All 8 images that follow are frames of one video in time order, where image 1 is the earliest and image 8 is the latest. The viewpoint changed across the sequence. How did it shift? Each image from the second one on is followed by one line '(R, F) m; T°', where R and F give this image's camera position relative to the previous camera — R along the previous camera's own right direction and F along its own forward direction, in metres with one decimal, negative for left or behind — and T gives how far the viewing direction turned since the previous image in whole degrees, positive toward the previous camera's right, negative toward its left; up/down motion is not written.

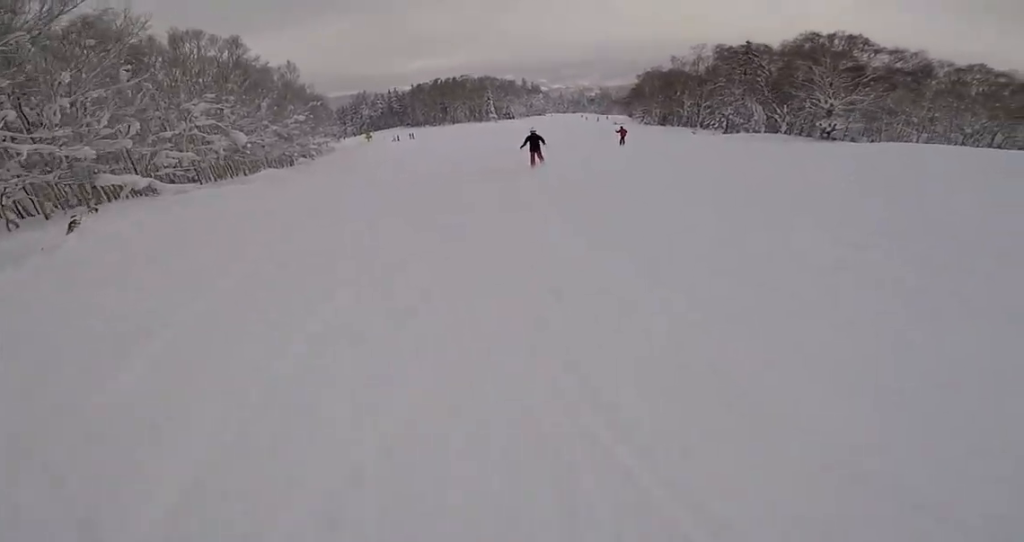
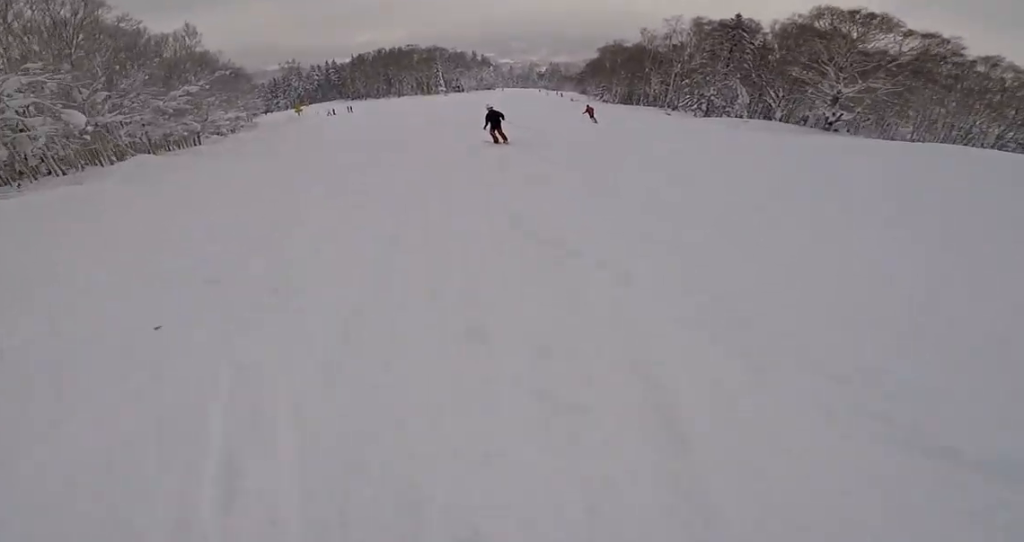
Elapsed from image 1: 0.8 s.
(+0.5, +8.8) m; +5°
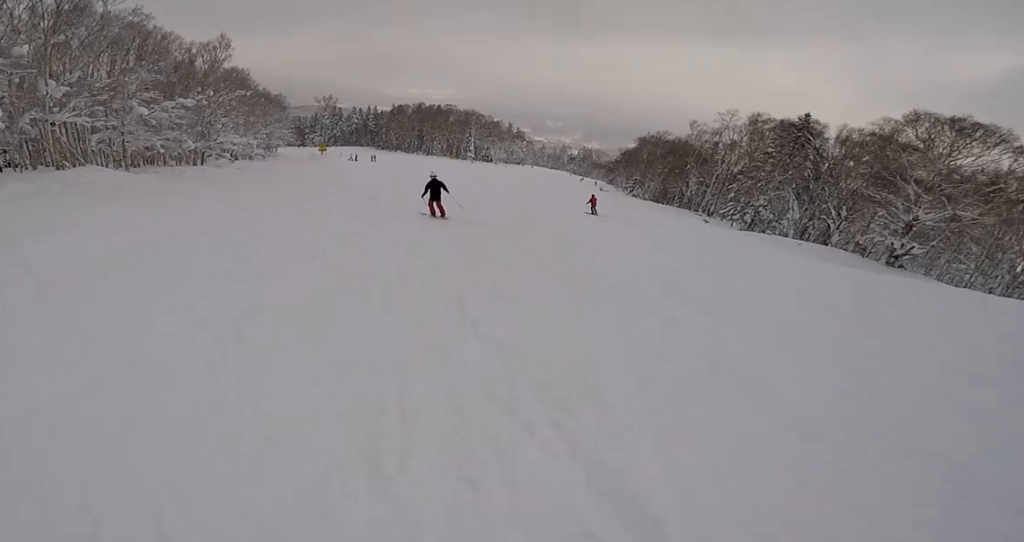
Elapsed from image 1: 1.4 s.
(+0.2, +7.0) m; 0°
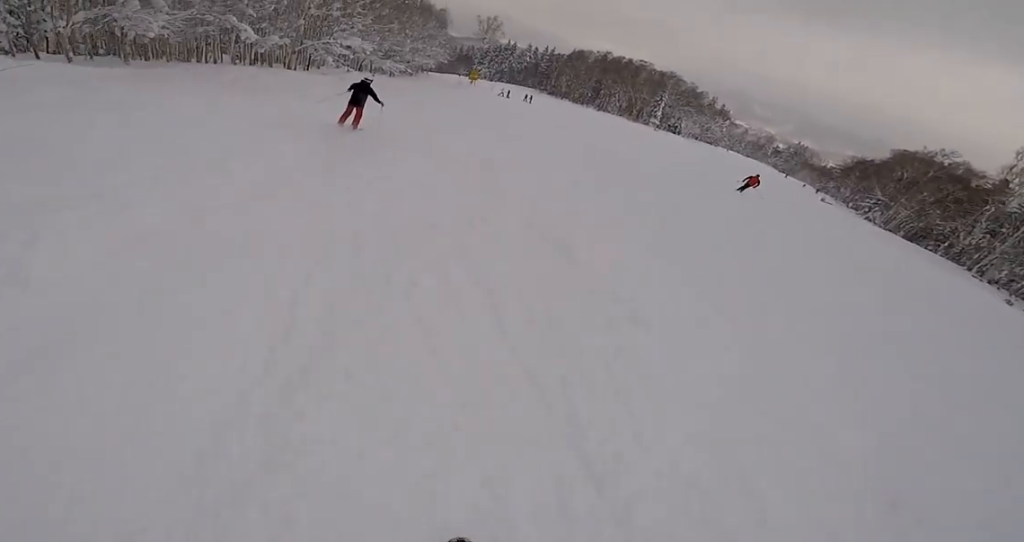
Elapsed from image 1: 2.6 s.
(-0.2, +15.2) m; -6°
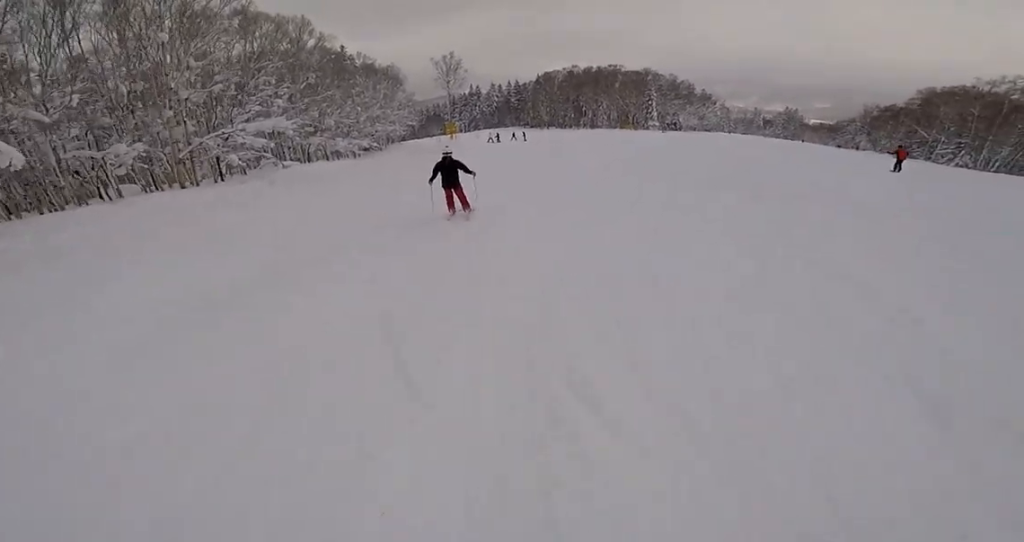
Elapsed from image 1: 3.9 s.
(-0.9, +15.4) m; +1°
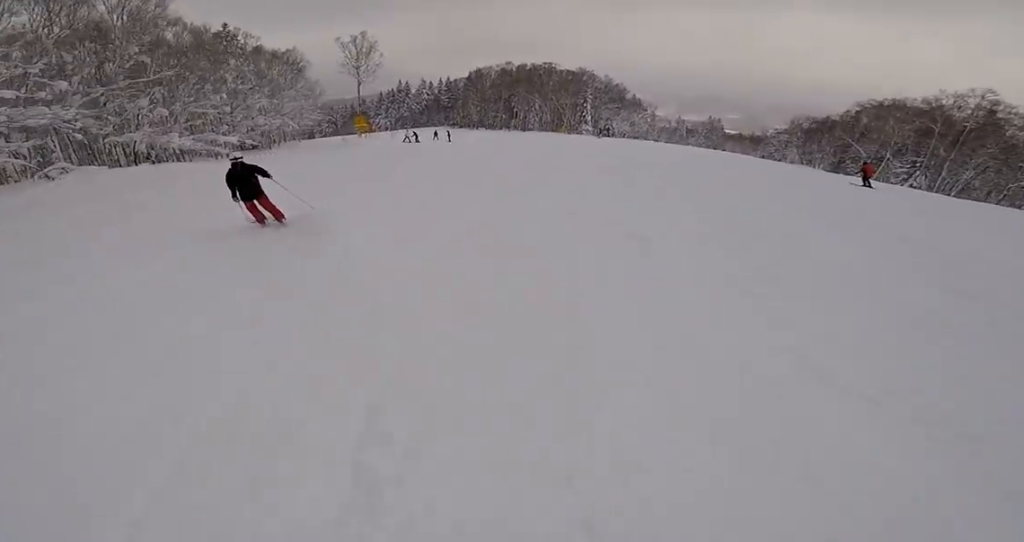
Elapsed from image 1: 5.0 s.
(+0.9, +12.1) m; +5°
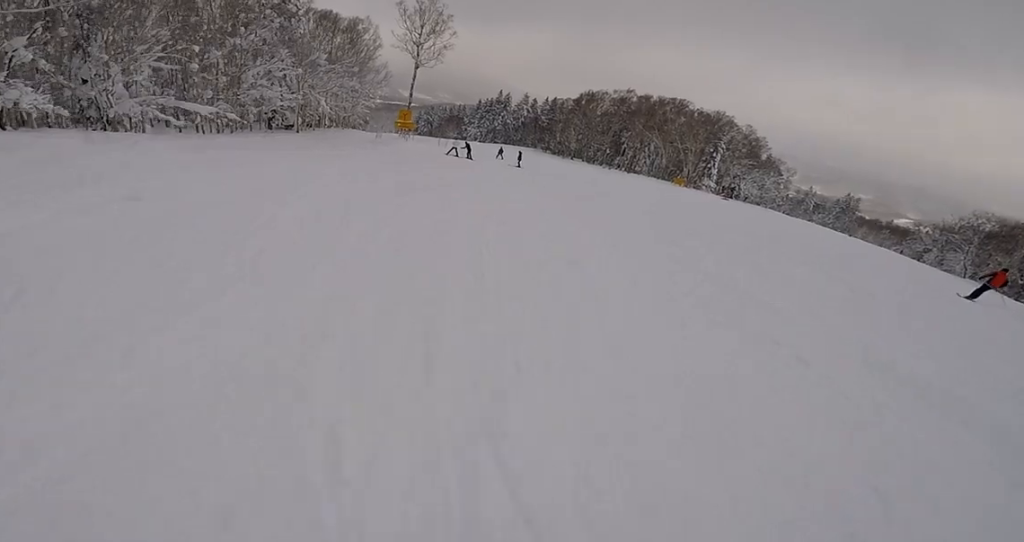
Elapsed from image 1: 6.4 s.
(0.0, +17.1) m; -5°
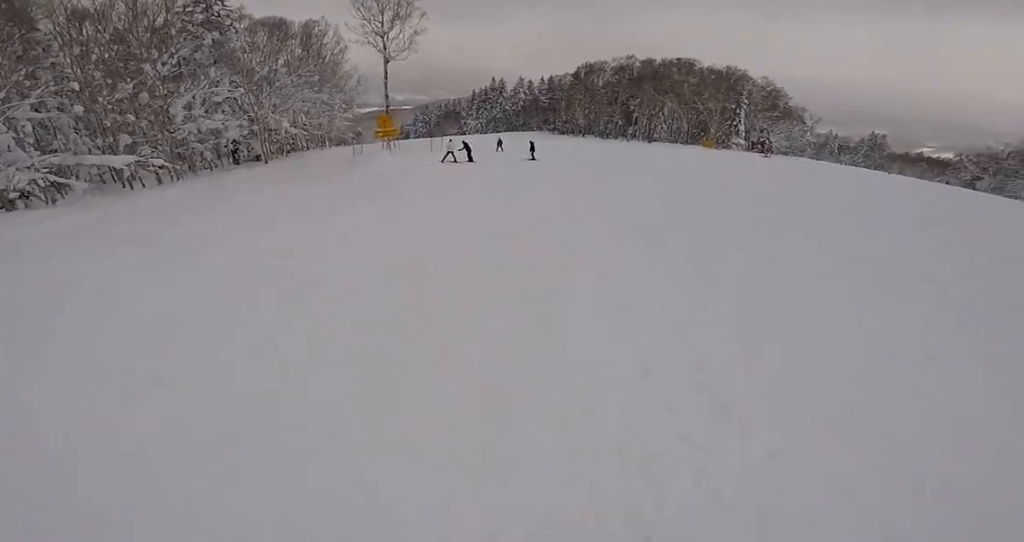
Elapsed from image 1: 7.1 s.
(-0.3, +7.7) m; +1°
